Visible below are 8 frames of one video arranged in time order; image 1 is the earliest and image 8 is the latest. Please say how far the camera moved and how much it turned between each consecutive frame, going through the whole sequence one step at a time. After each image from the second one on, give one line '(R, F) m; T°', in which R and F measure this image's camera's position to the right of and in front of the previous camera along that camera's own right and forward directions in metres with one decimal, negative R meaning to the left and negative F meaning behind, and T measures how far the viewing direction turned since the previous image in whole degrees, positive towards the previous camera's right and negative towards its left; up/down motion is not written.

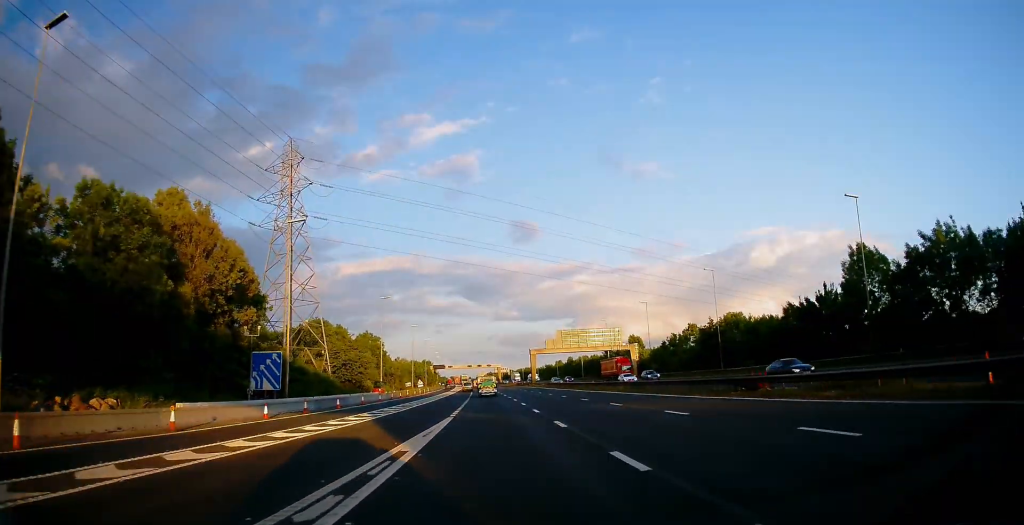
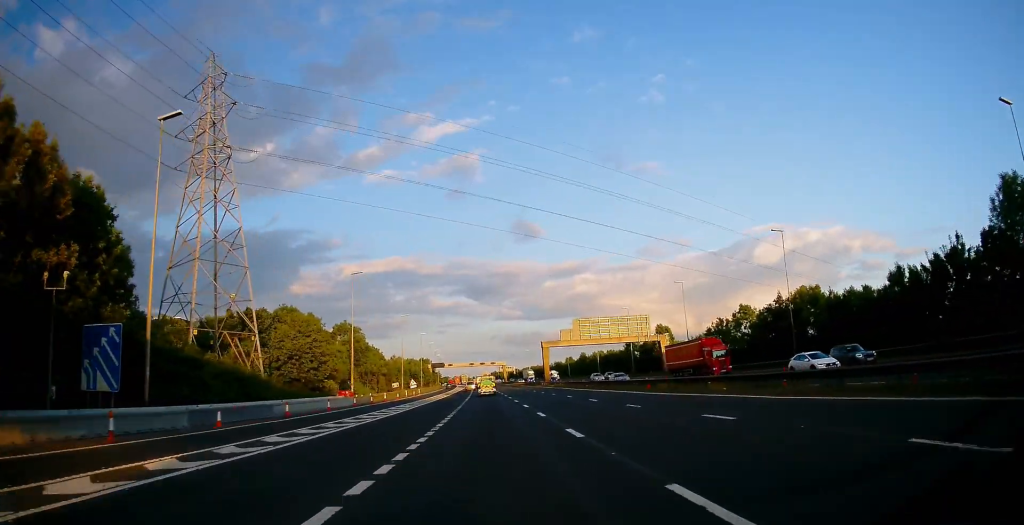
(-0.2, +21.9) m; -1°
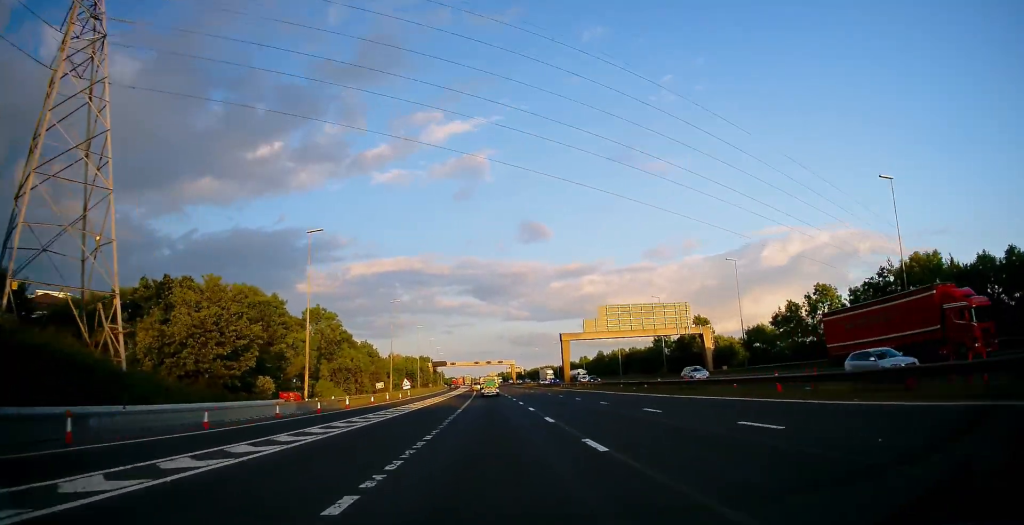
(-0.1, +19.9) m; -1°
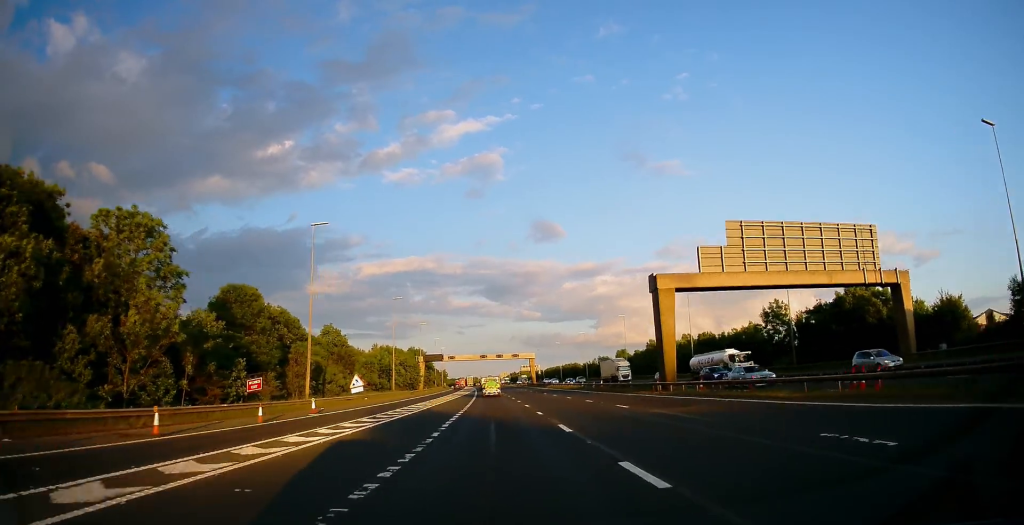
(+1.0, +47.6) m; +1°
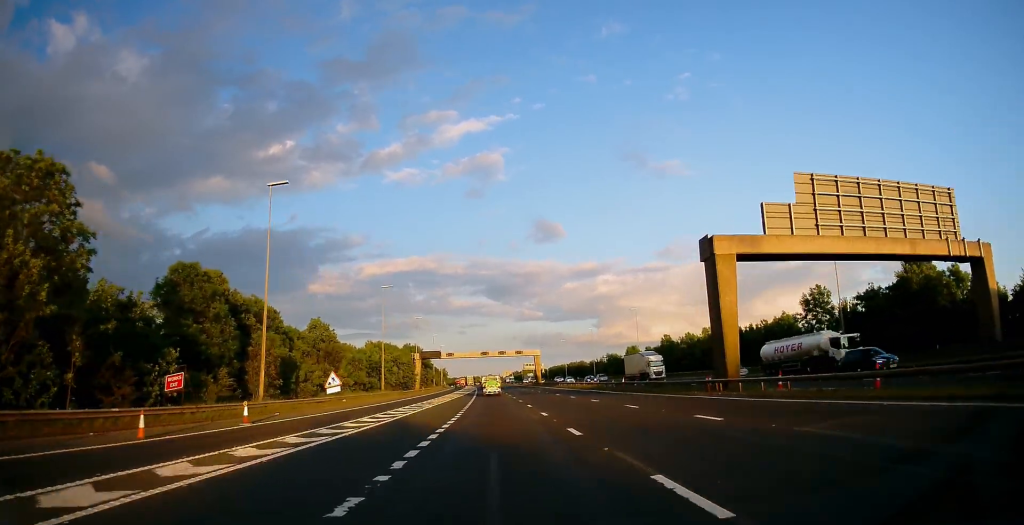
(+1.1, +10.8) m; -1°
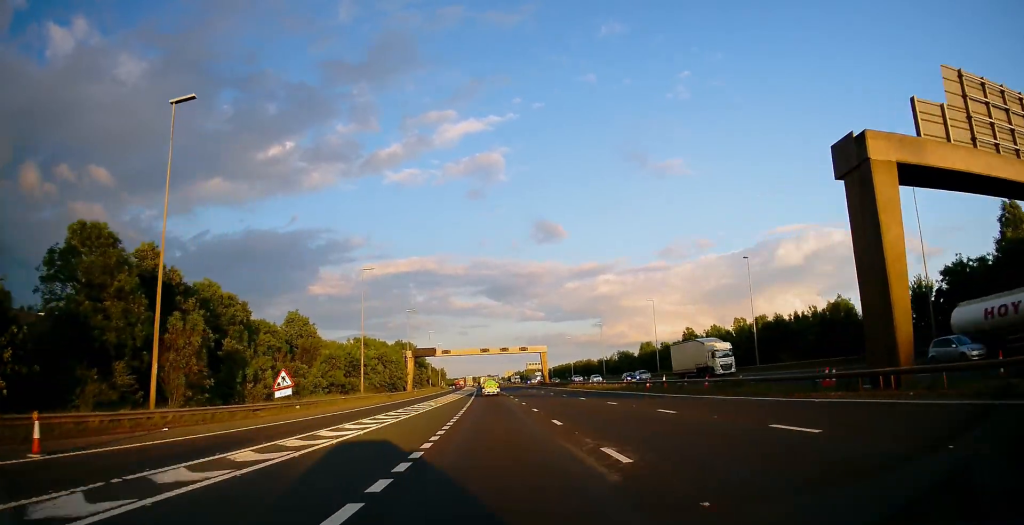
(-1.7, +13.8) m; -2°
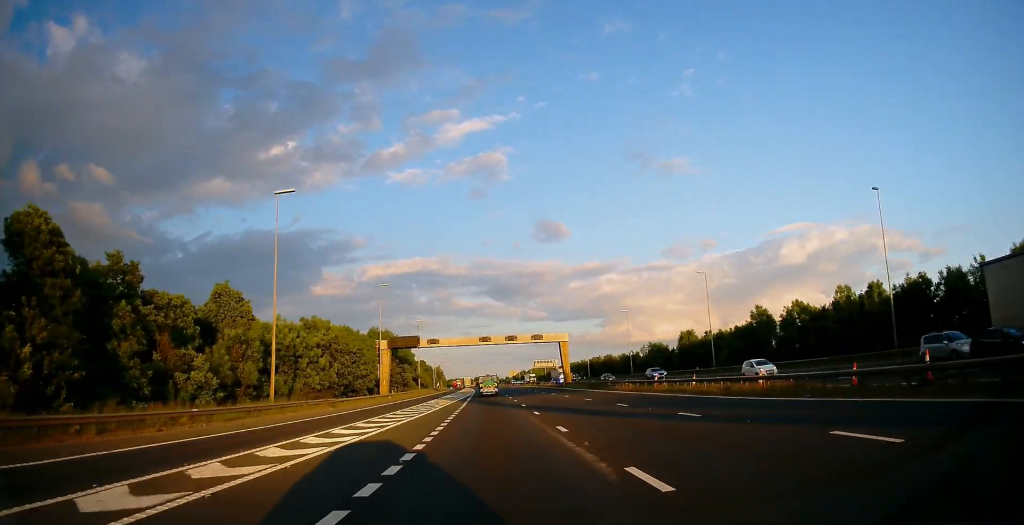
(-0.7, +30.5) m; -1°
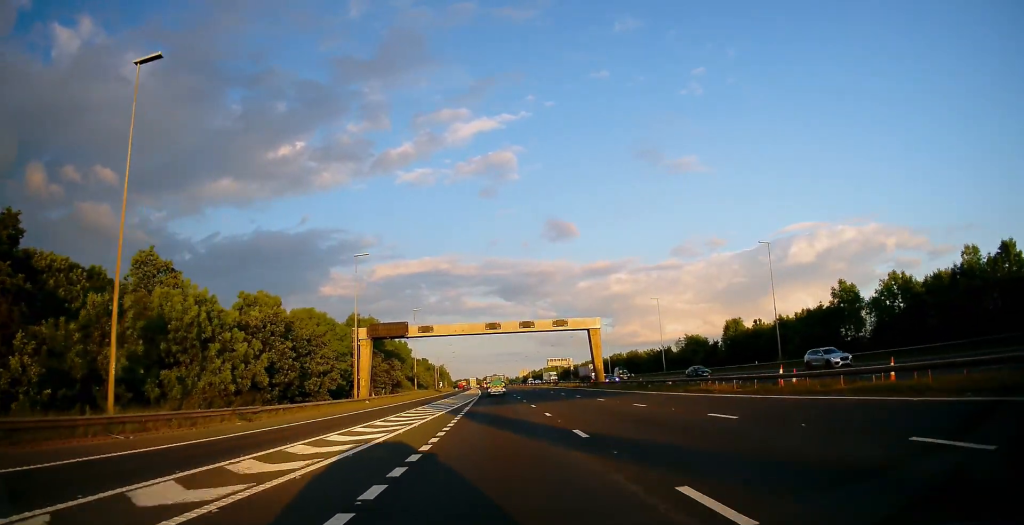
(-0.1, +19.4) m; +1°
